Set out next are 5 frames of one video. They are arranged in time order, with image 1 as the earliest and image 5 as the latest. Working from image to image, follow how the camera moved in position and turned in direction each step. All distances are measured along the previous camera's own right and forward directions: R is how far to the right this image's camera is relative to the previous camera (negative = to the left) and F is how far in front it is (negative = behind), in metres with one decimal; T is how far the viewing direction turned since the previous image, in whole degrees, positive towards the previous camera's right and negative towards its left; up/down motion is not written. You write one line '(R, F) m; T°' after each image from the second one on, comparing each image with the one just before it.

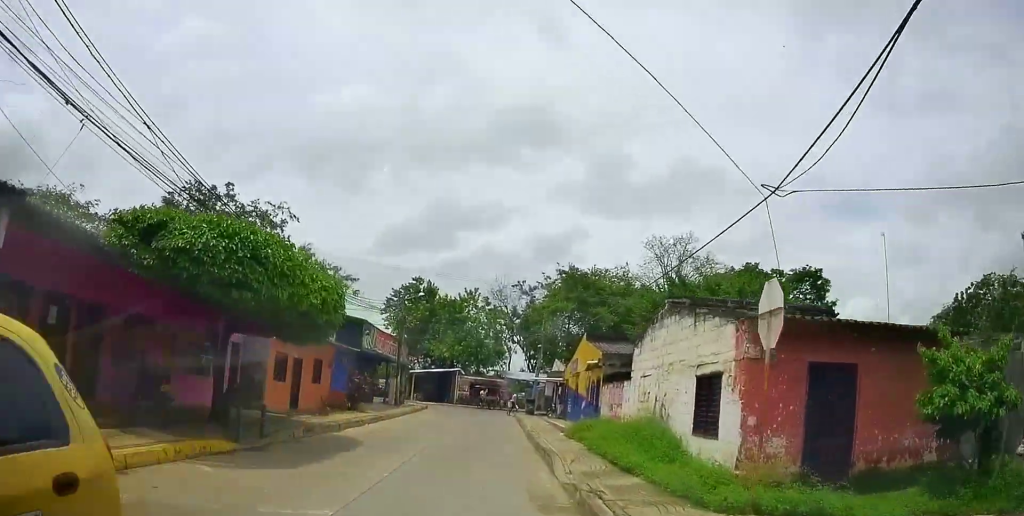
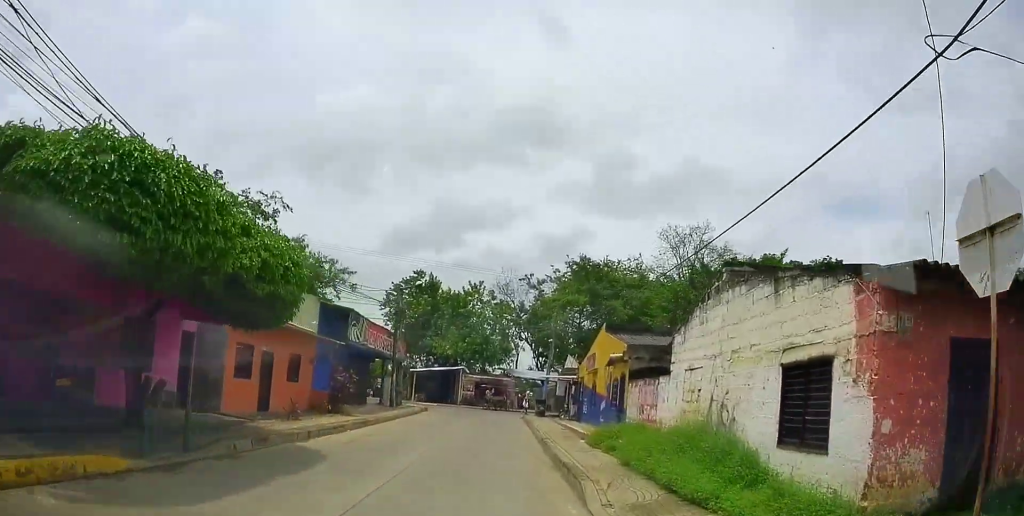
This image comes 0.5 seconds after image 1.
(-0.2, +3.5) m; 0°
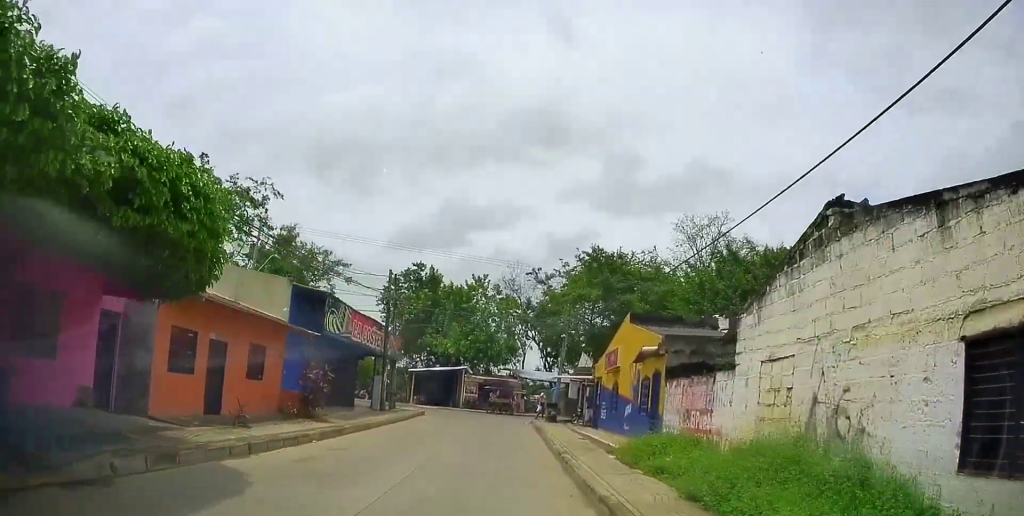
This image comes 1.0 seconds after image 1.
(-0.4, +3.8) m; 0°
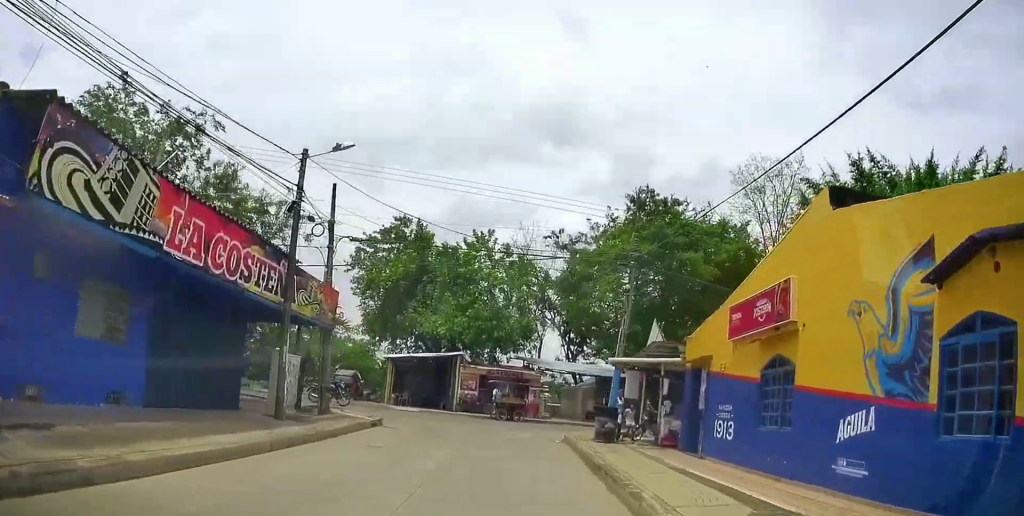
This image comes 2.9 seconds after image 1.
(+0.6, +13.2) m; -2°
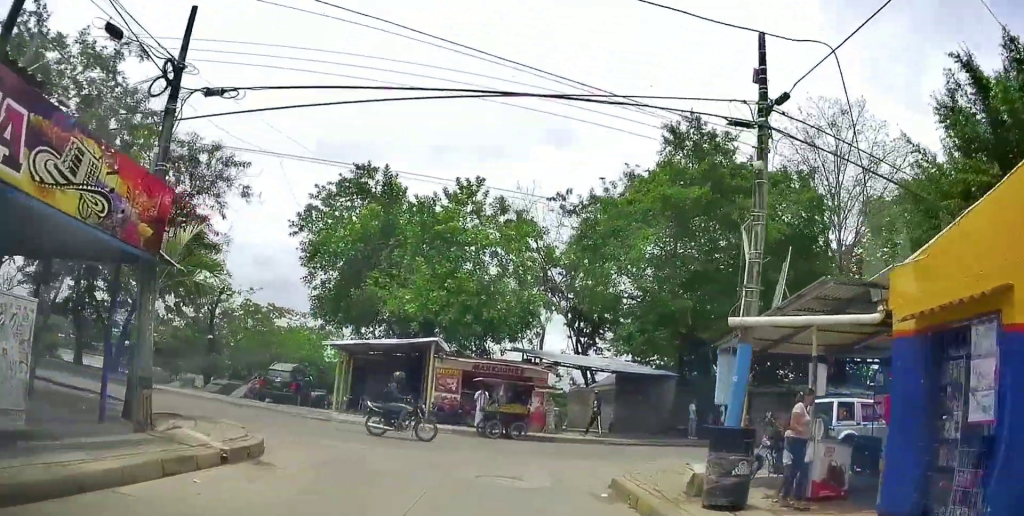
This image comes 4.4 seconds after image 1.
(-0.4, +10.1) m; -1°
